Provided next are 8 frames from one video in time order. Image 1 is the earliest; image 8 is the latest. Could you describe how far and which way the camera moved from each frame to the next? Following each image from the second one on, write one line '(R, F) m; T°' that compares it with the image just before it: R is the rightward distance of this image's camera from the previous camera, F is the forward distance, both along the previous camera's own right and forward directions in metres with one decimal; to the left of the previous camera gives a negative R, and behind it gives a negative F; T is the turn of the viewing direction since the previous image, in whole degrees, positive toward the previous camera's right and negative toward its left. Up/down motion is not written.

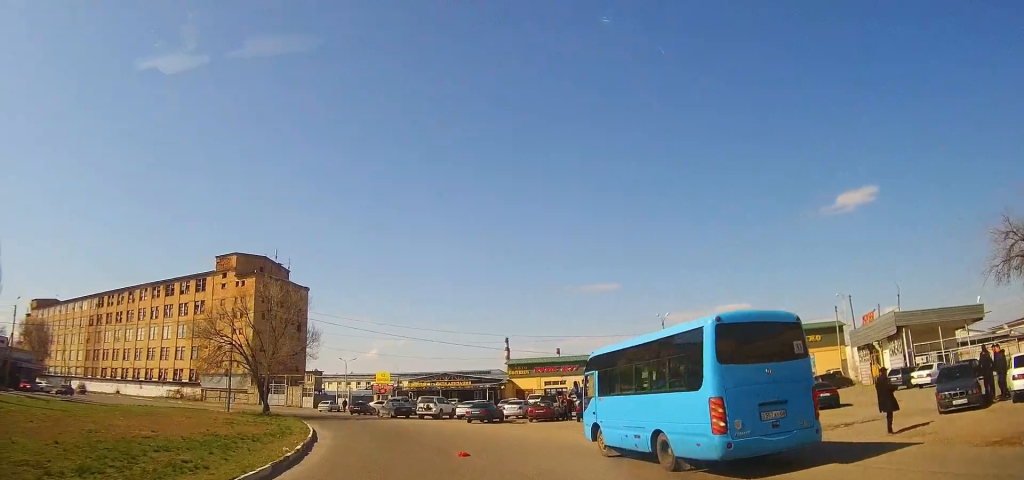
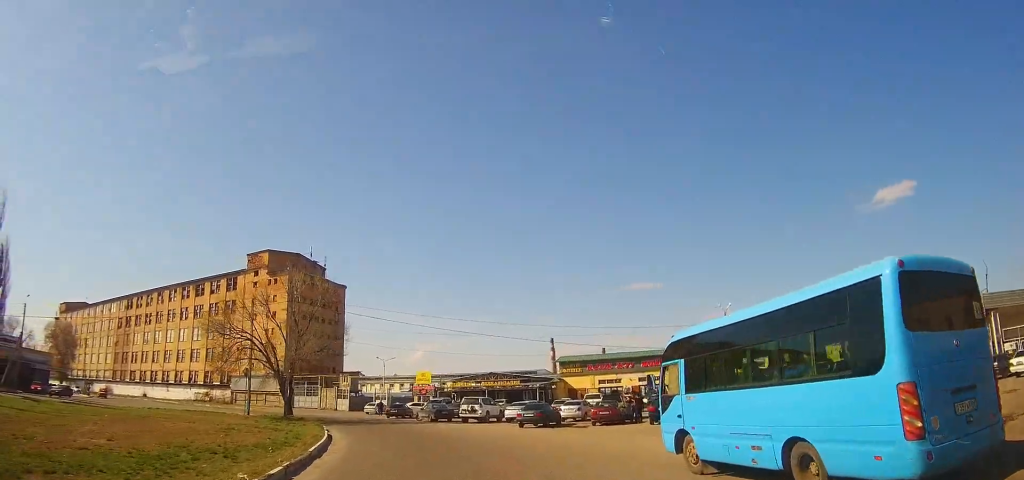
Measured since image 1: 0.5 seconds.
(-0.3, +5.4) m; -4°
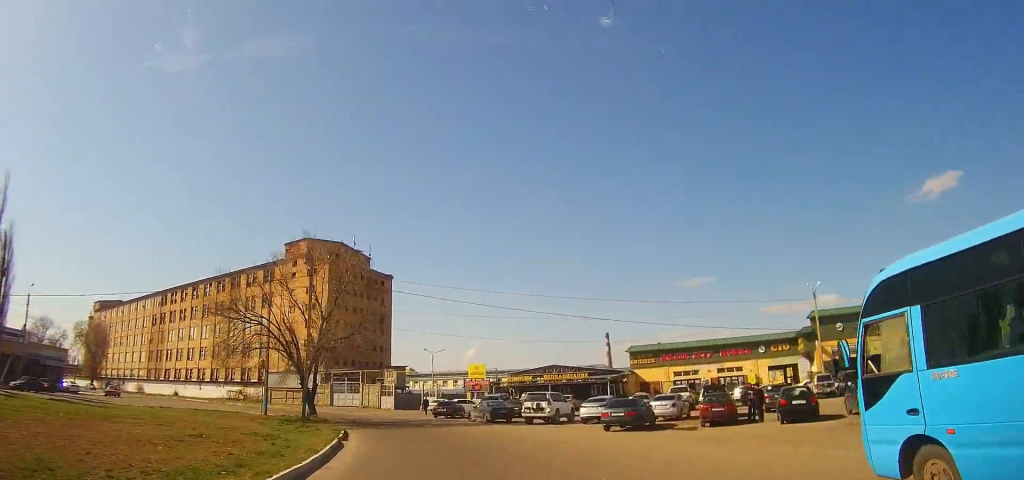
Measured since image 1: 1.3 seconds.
(-0.3, +7.9) m; -5°
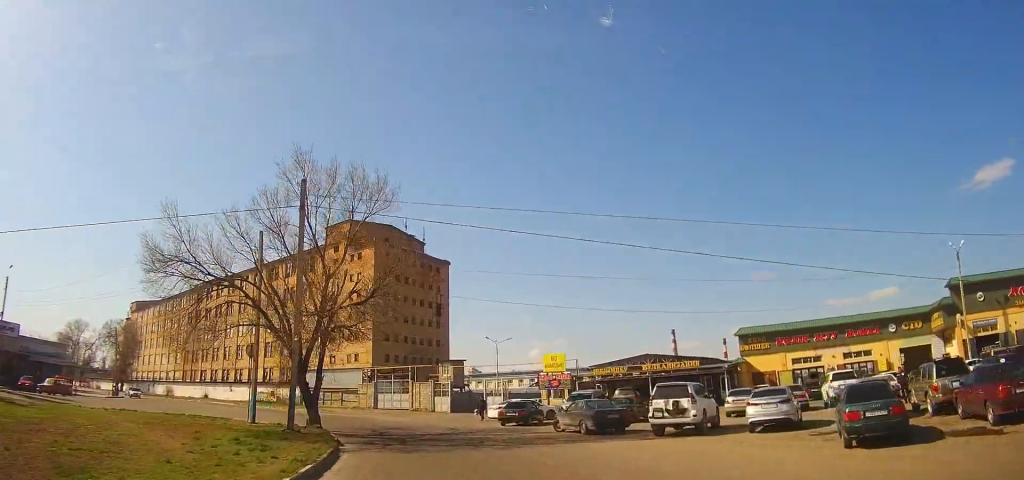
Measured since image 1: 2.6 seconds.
(-0.9, +12.7) m; -8°
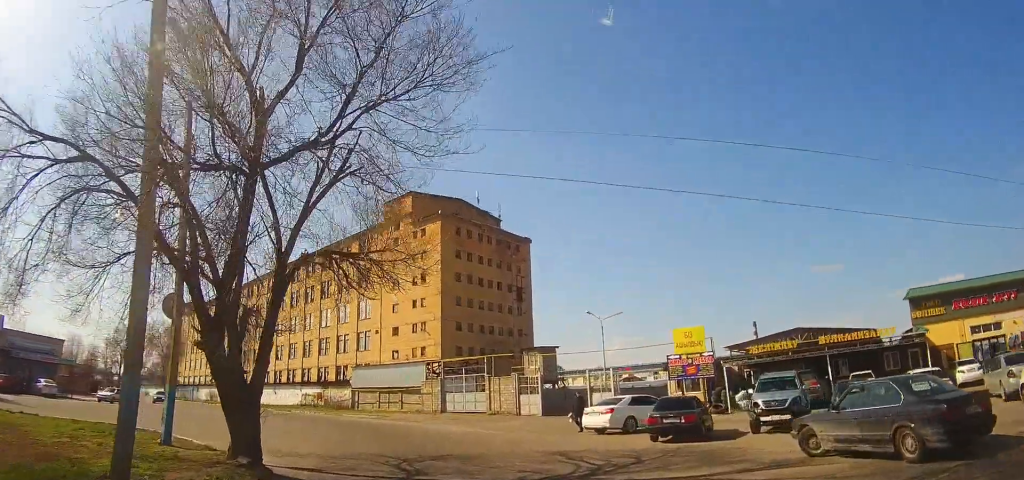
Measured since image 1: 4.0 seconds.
(-0.9, +13.9) m; -8°
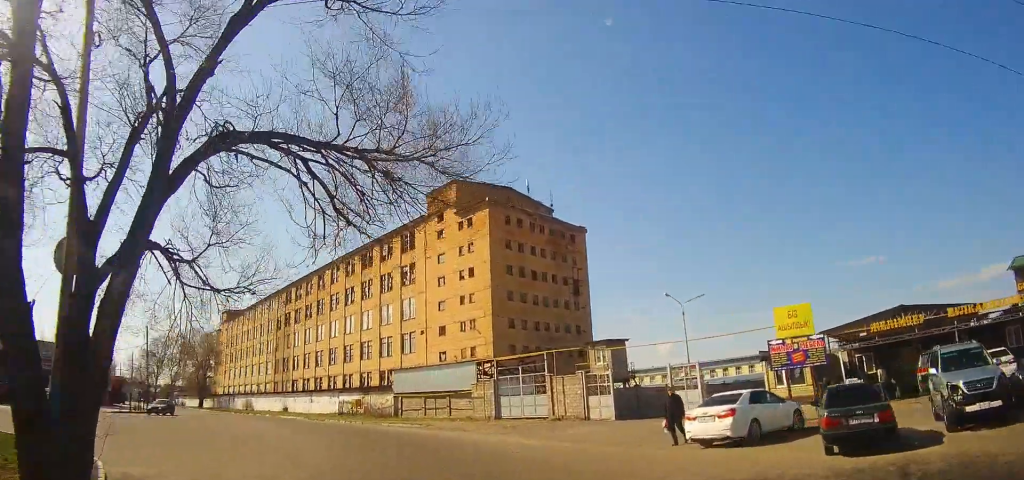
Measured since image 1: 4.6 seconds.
(-0.3, +6.1) m; -5°
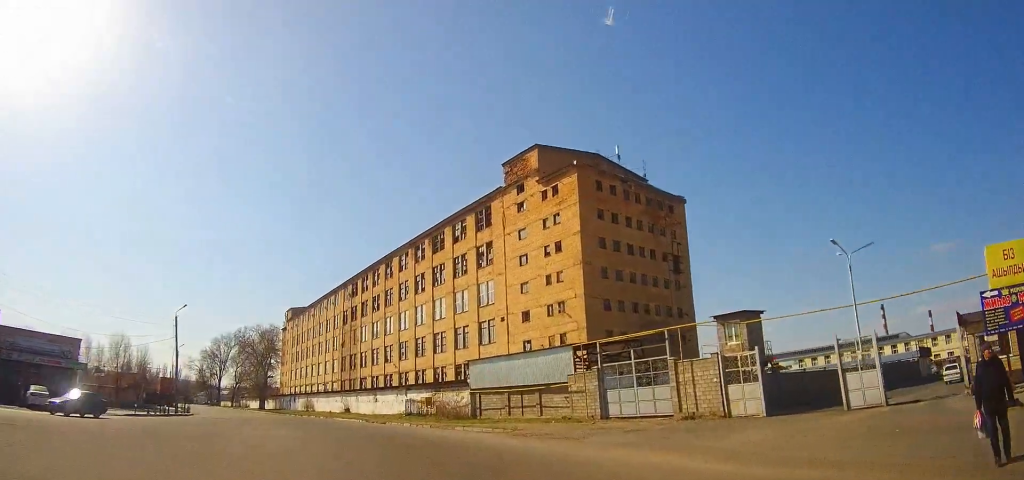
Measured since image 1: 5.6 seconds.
(-0.7, +9.6) m; -9°
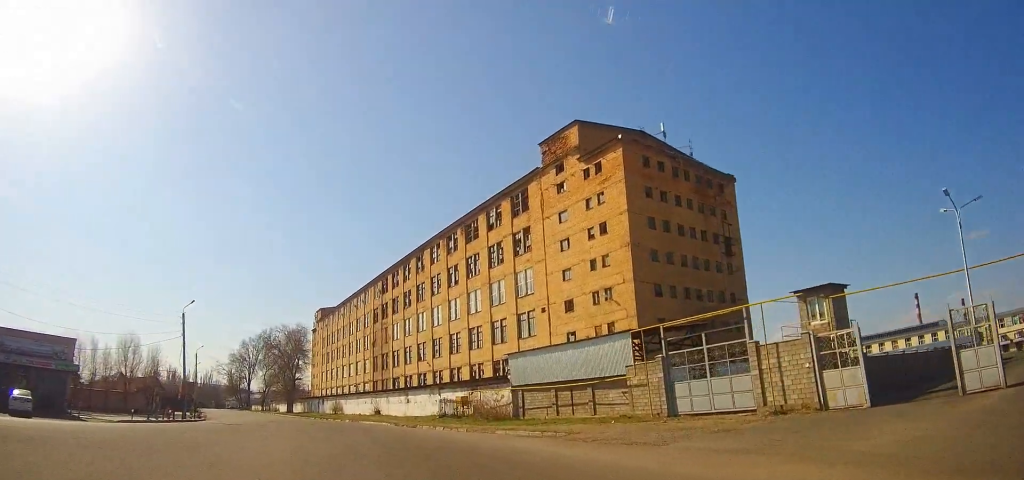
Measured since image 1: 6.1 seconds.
(-0.2, +5.2) m; -5°
